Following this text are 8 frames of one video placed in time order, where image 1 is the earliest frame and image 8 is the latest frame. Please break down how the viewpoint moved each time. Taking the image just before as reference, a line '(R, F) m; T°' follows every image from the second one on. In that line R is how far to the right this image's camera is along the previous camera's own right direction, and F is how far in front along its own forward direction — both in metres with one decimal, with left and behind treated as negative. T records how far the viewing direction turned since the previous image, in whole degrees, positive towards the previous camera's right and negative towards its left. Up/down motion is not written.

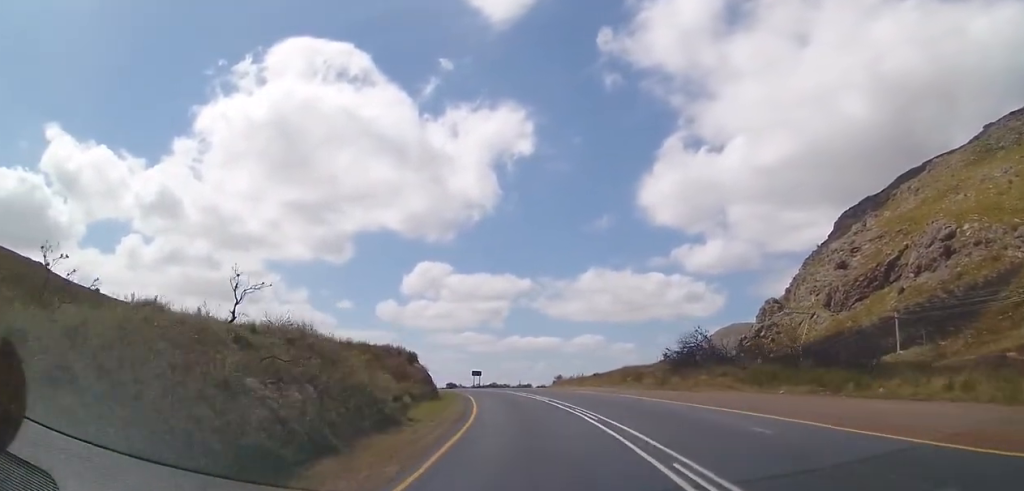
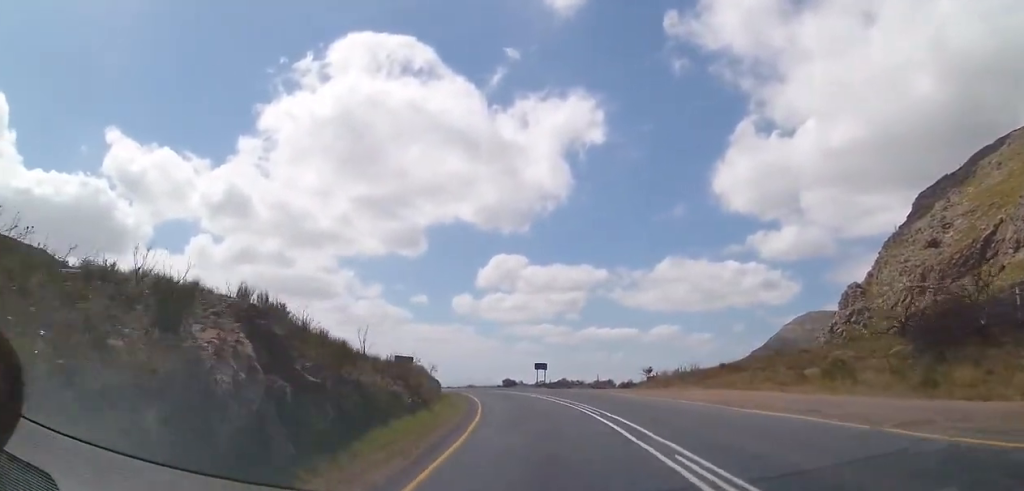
(-1.4, +22.8) m; -7°
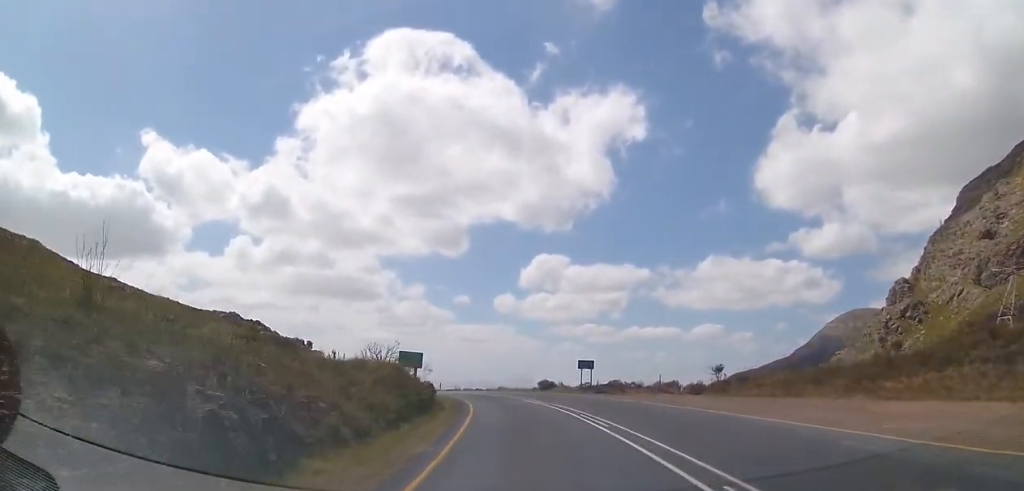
(-0.6, +14.9) m; -5°
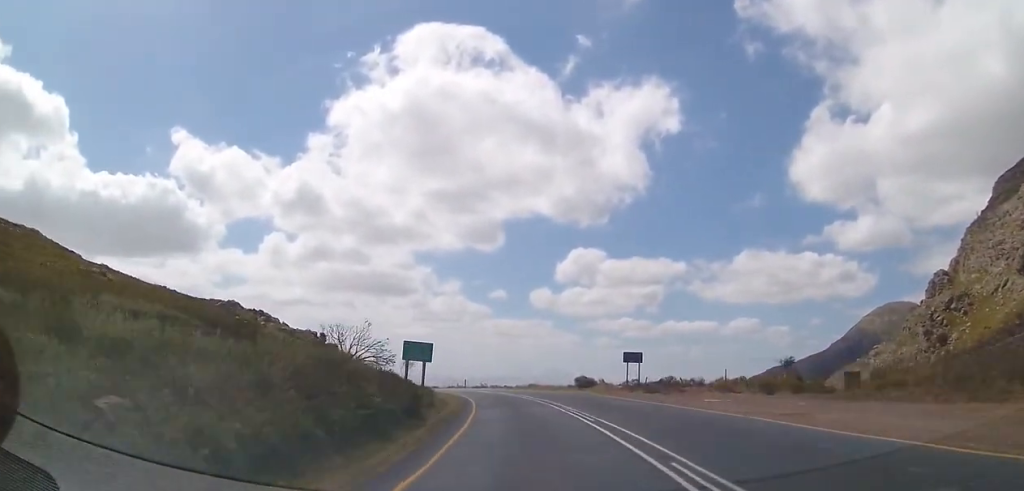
(-0.5, +10.1) m; -3°
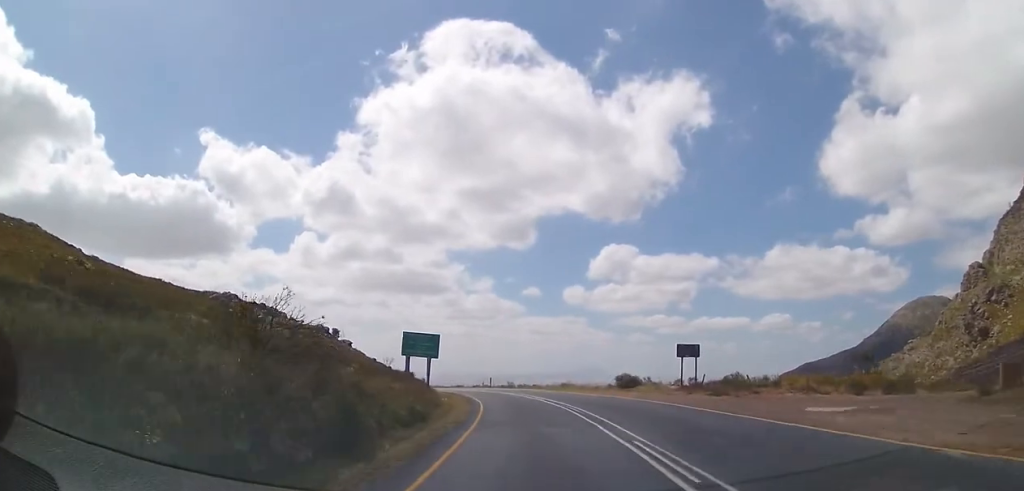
(-0.1, +8.9) m; -2°
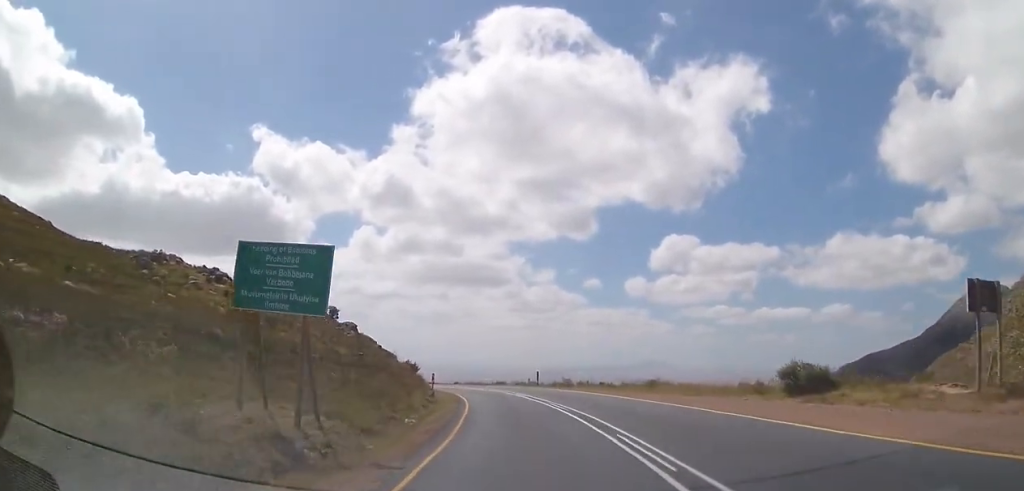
(-1.3, +23.6) m; -9°
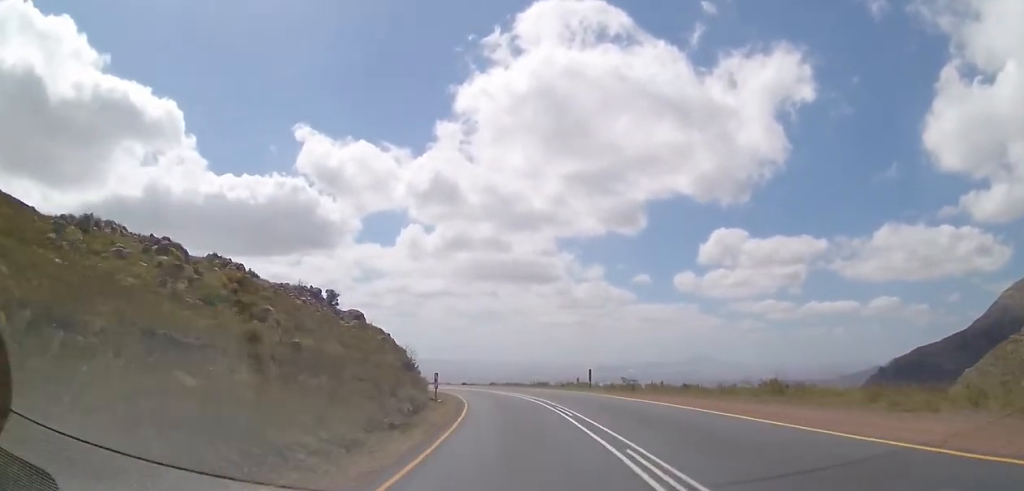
(-0.8, +14.2) m; -4°
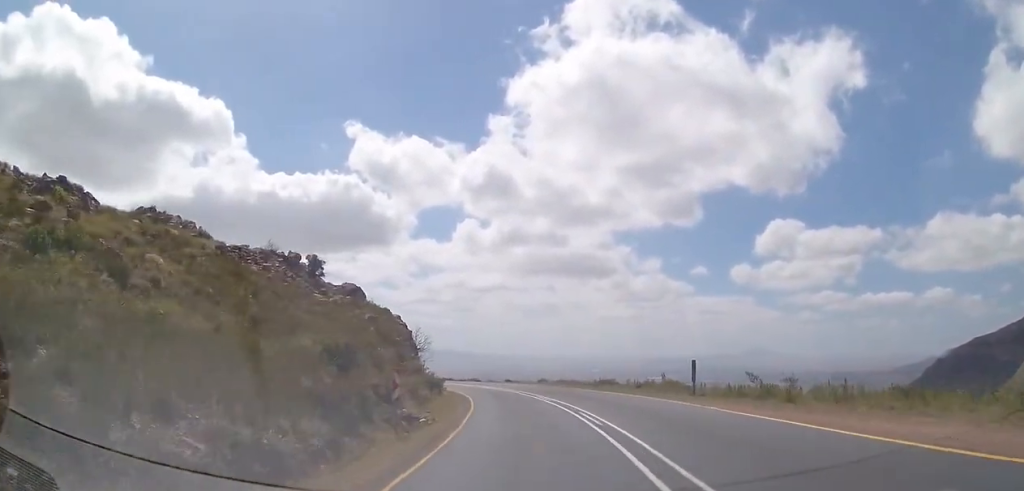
(-0.6, +16.1) m; -3°
